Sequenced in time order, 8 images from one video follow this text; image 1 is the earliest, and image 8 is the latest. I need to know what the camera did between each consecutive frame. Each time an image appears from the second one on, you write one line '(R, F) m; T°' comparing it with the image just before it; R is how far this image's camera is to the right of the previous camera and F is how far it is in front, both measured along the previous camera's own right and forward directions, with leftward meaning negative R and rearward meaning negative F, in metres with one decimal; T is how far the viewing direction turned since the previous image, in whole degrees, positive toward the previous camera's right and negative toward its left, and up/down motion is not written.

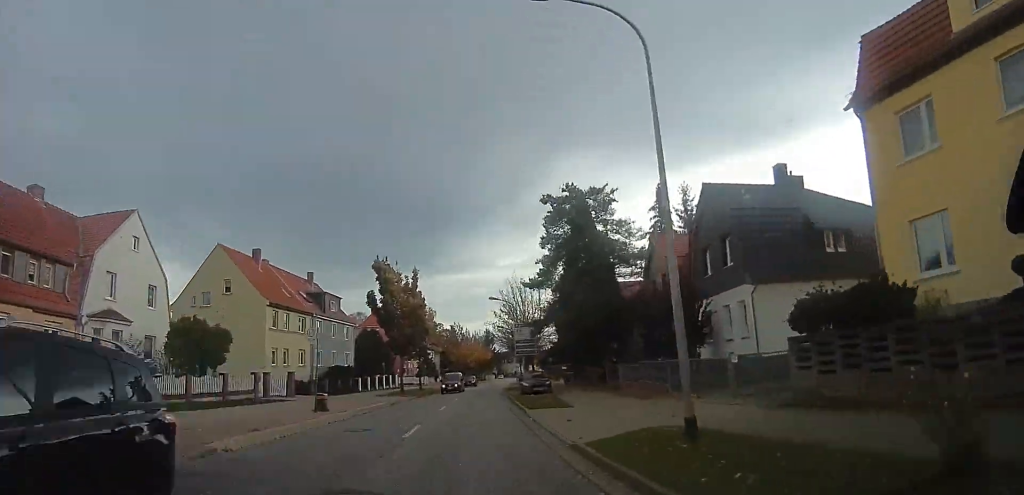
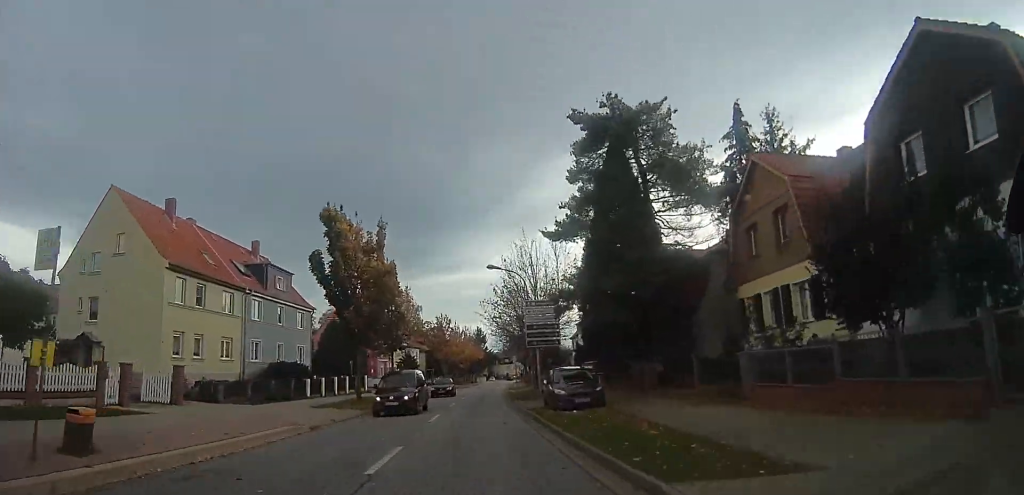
(0.0, +13.8) m; +1°
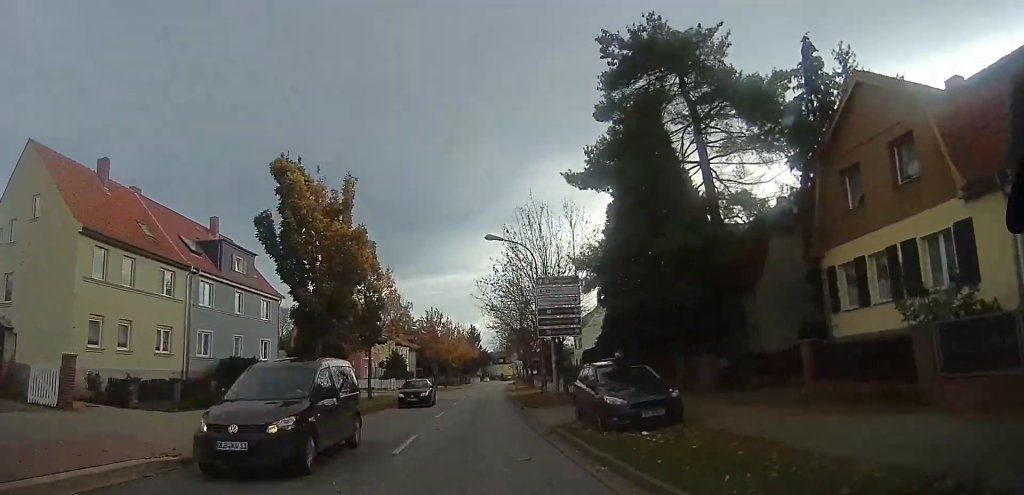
(+0.1, +6.9) m; +1°
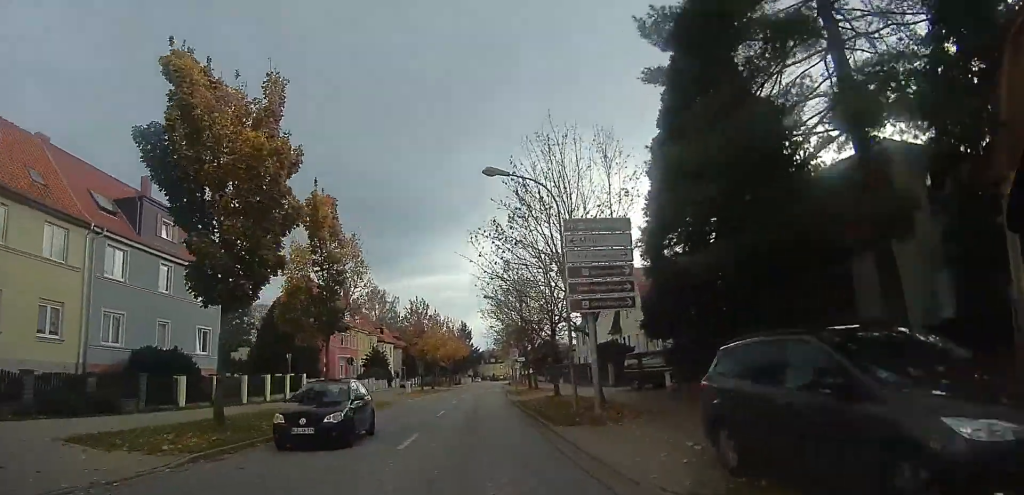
(+0.1, +8.3) m; +1°
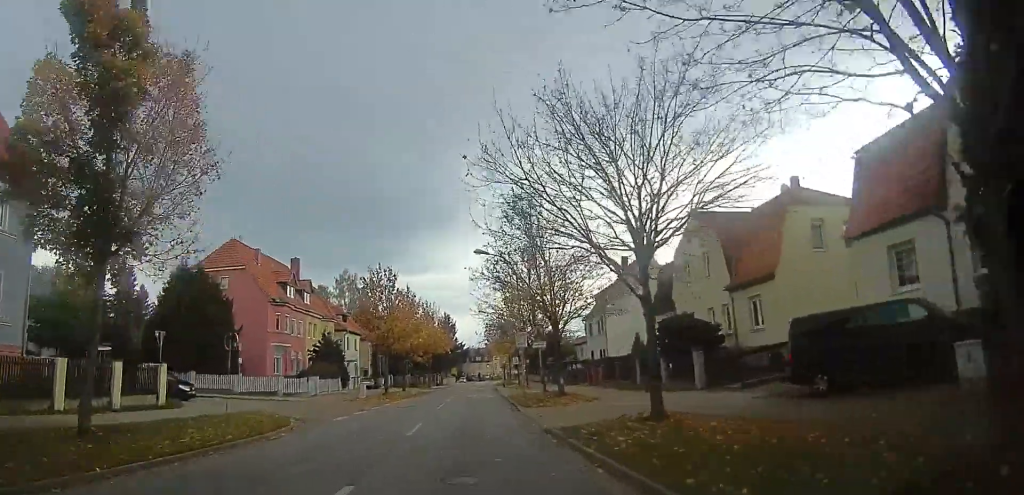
(+0.2, +15.8) m; +3°
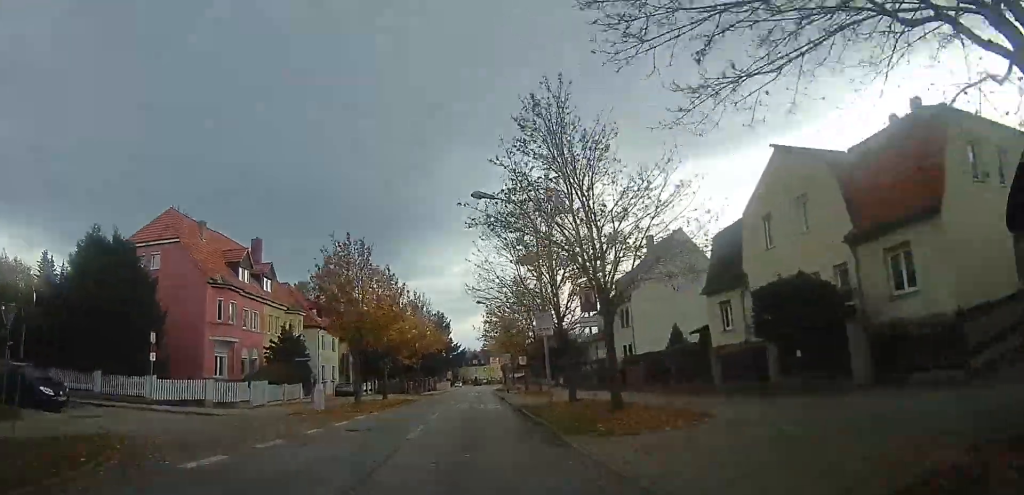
(+0.4, +9.4) m; +2°
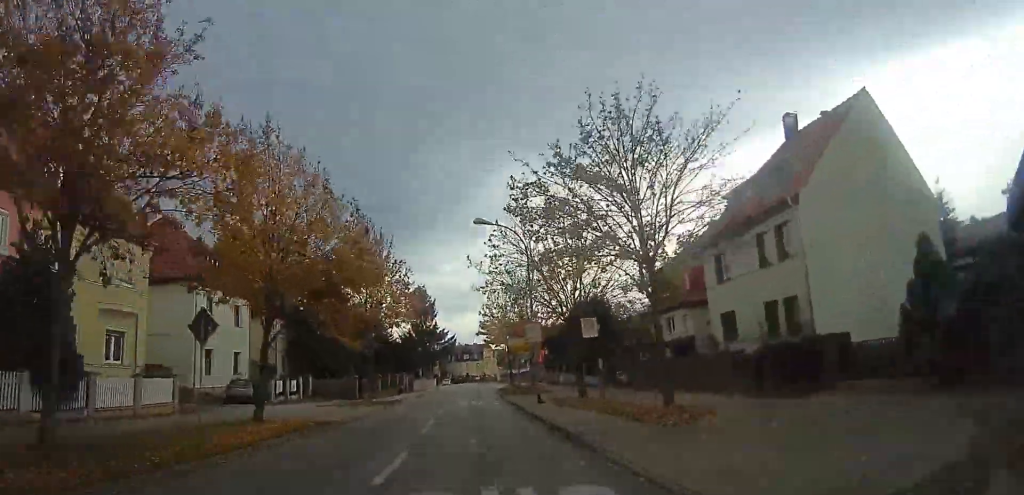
(+0.2, +23.3) m; +1°
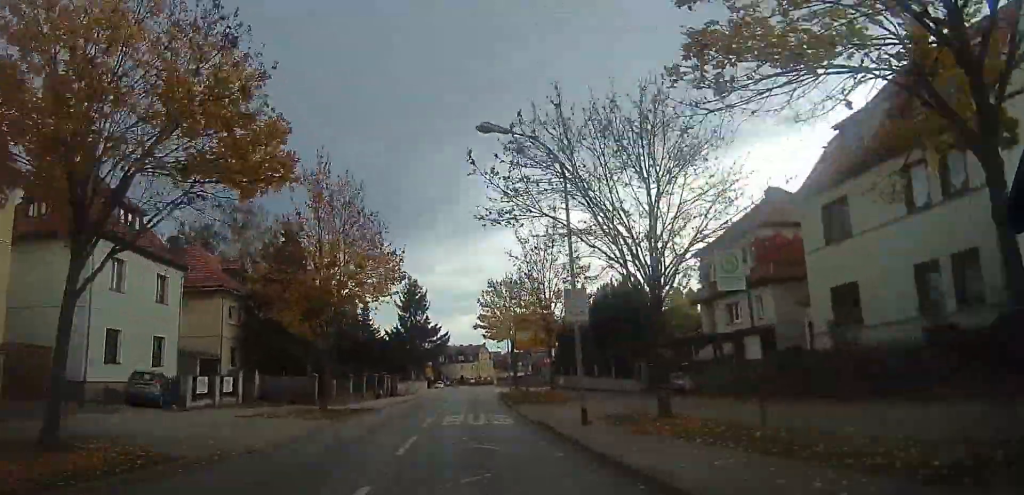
(0.0, +9.2) m; 0°
